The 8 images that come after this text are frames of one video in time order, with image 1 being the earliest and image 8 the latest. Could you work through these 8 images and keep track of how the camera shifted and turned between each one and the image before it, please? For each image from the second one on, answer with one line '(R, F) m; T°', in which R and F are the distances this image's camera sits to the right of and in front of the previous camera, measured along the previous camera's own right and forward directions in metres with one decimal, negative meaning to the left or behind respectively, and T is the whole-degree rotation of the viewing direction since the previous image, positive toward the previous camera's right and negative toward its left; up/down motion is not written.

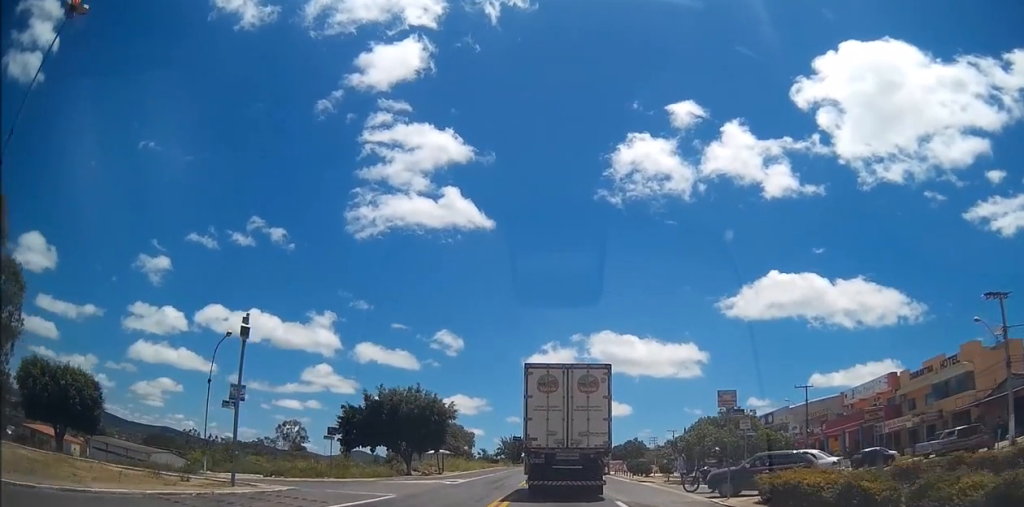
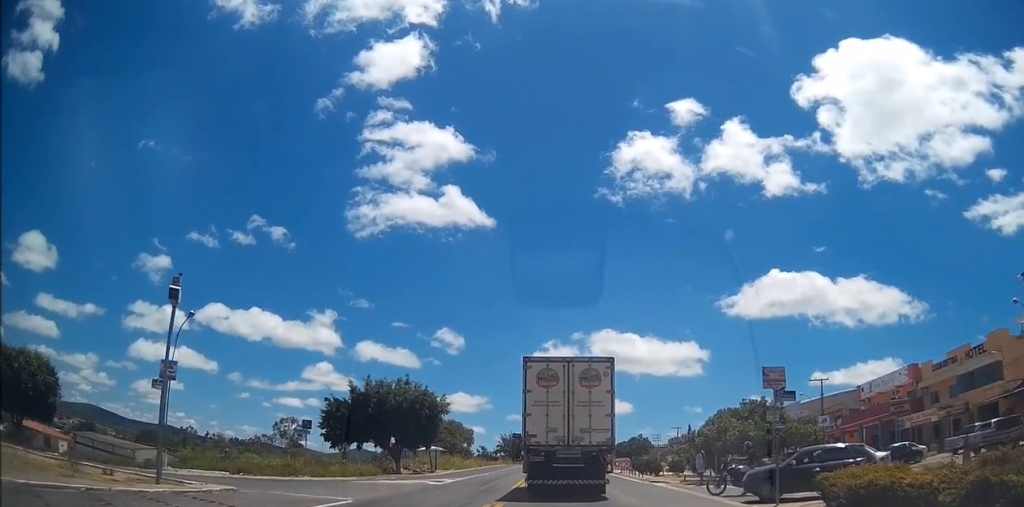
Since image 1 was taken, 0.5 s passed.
(0.0, +4.2) m; 0°
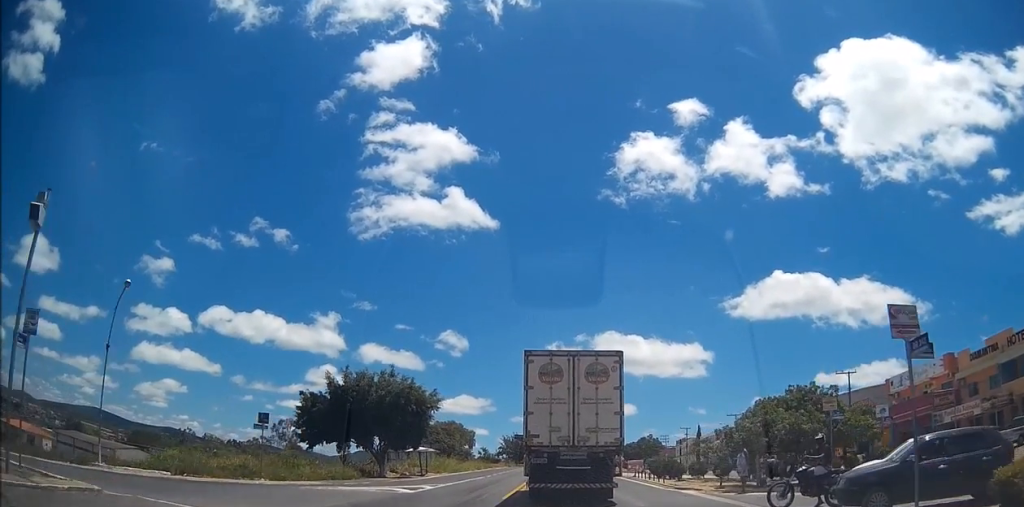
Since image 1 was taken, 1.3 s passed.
(-0.1, +6.0) m; -1°
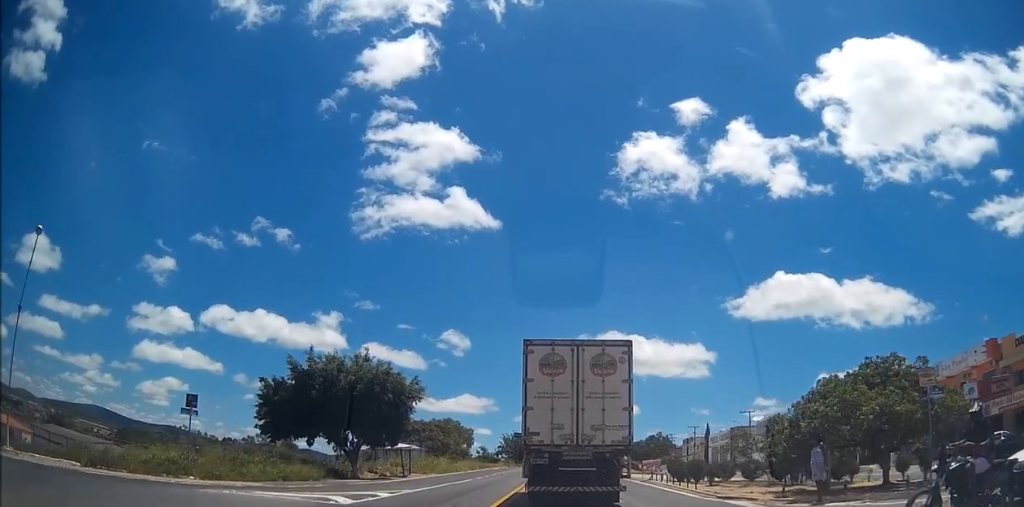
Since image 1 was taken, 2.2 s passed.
(-0.1, +6.6) m; 0°
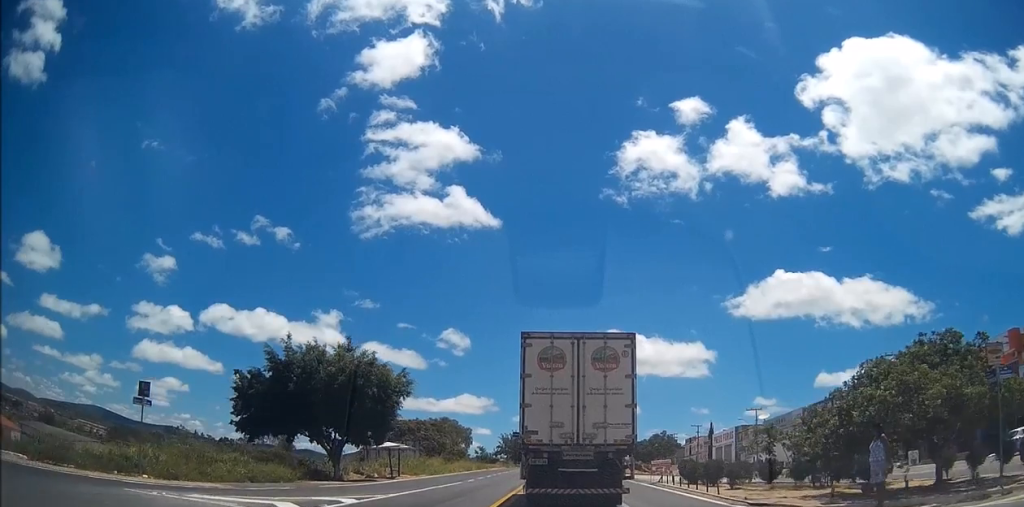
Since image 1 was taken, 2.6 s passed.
(0.0, +3.2) m; 0°
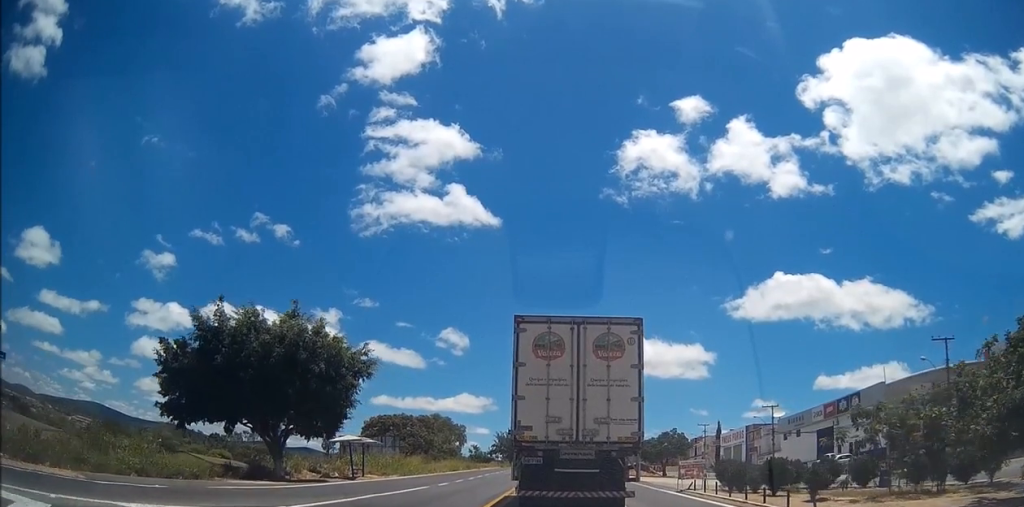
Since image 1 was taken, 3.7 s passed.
(+0.1, +7.7) m; +1°
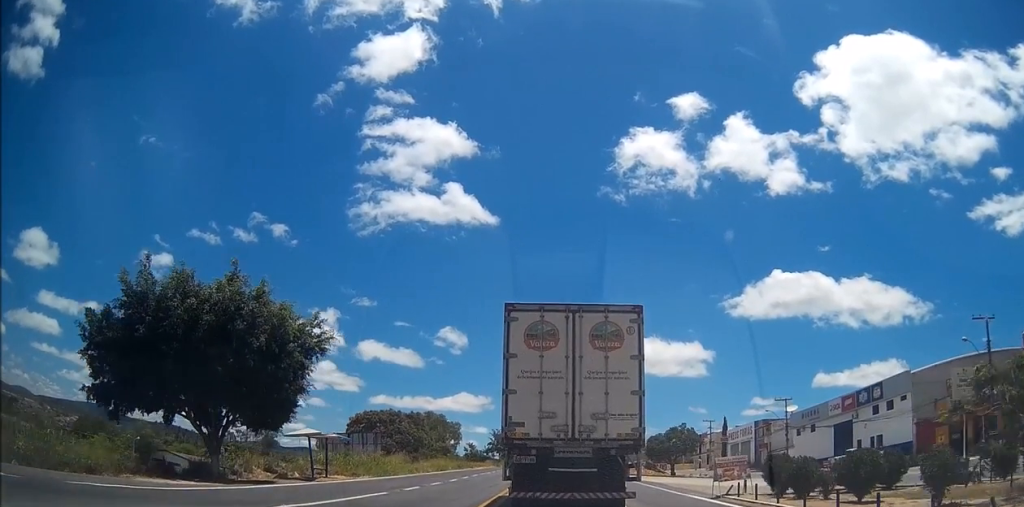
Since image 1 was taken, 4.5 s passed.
(0.0, +5.8) m; 0°
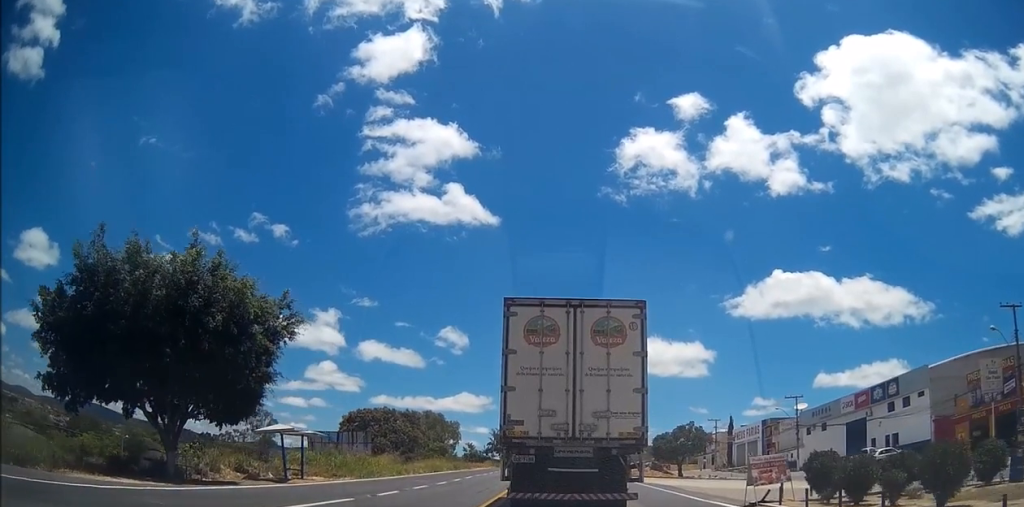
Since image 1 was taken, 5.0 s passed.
(-0.1, +3.0) m; 0°
